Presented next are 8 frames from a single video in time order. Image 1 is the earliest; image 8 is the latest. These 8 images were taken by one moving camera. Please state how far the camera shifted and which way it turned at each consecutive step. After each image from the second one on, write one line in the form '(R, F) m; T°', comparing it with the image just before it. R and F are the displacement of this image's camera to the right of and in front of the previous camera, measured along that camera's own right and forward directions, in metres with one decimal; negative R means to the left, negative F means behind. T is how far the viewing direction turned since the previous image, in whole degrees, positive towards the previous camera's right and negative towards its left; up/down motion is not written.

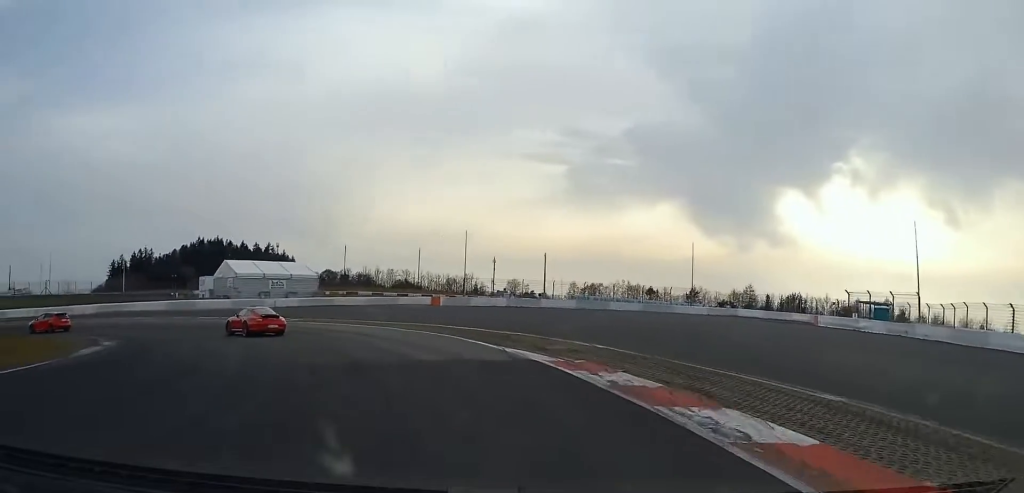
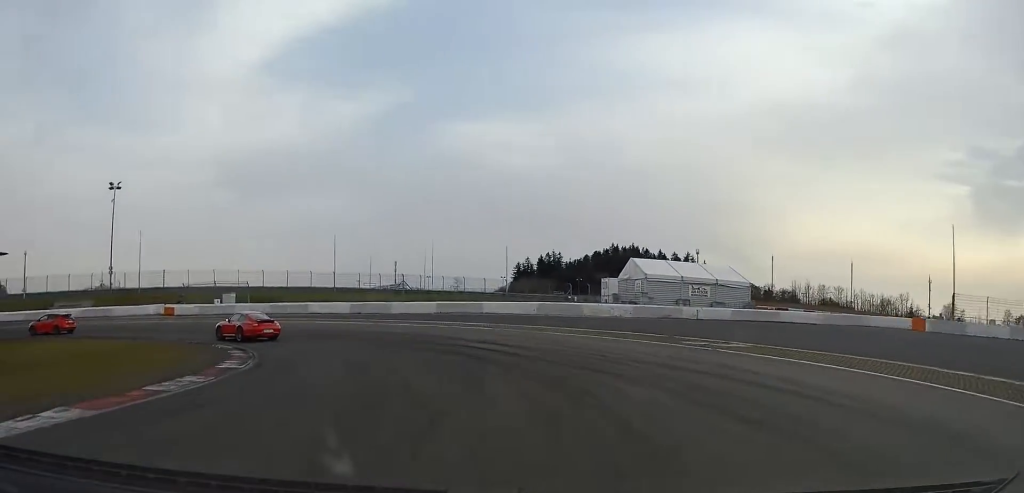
(-5.4, +24.0) m; -34°
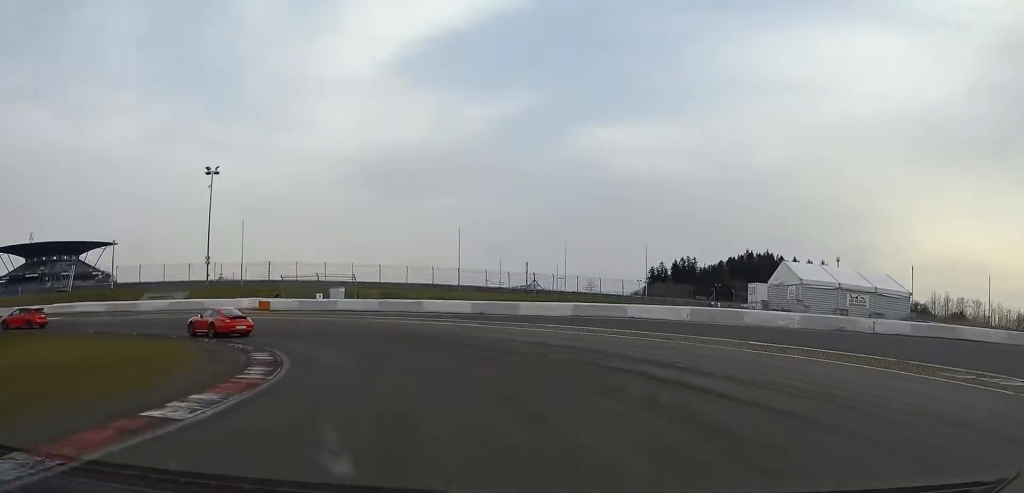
(-1.9, +8.5) m; -14°
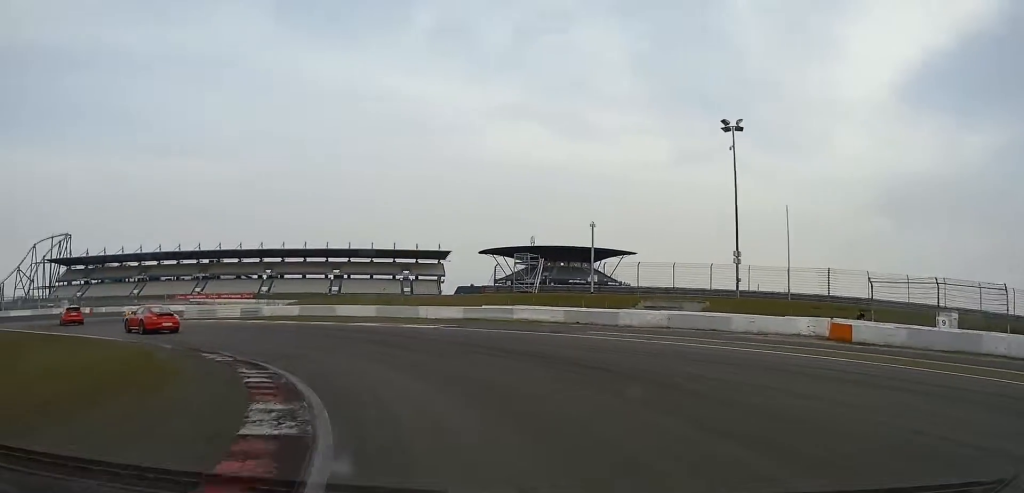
(-12.2, +27.2) m; -49°
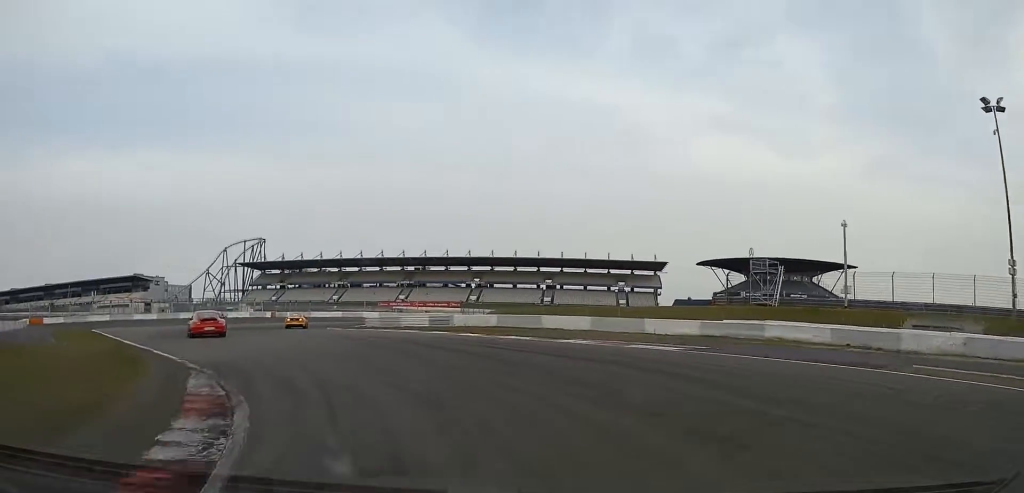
(-0.9, +11.3) m; -17°
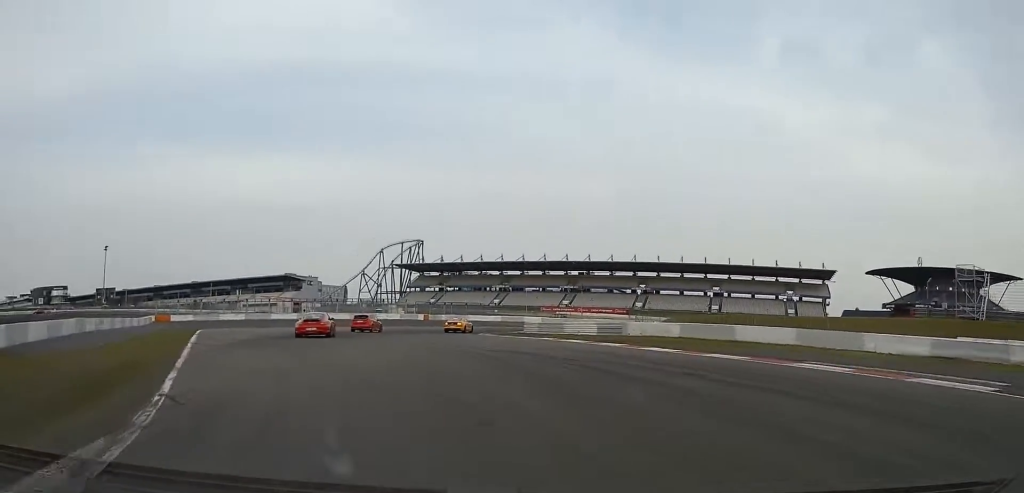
(-1.9, +9.4) m; -9°
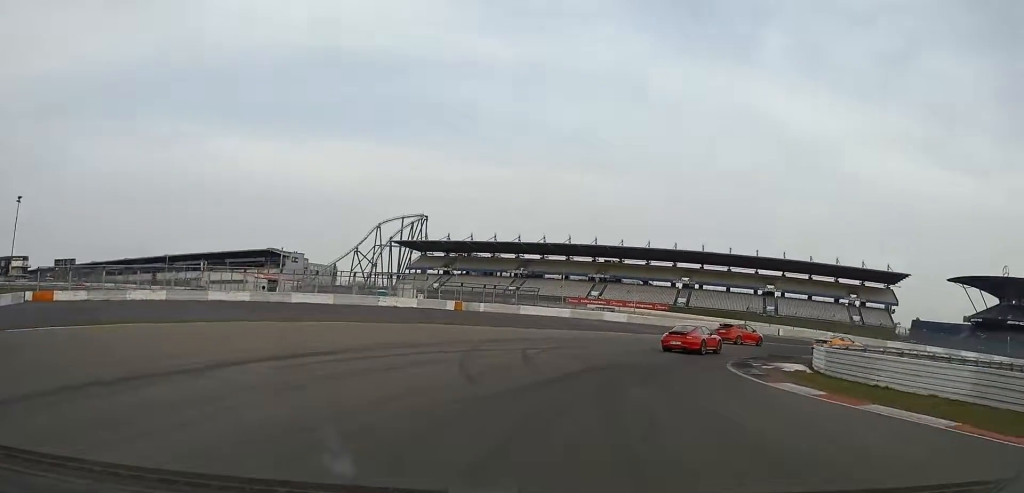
(-5.9, +44.7) m; +3°
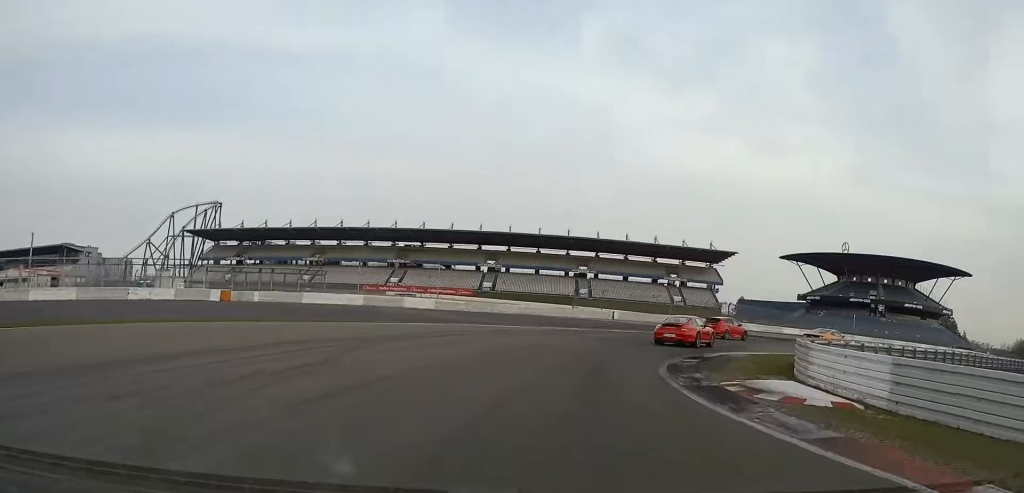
(+1.3, +14.2) m; +14°
